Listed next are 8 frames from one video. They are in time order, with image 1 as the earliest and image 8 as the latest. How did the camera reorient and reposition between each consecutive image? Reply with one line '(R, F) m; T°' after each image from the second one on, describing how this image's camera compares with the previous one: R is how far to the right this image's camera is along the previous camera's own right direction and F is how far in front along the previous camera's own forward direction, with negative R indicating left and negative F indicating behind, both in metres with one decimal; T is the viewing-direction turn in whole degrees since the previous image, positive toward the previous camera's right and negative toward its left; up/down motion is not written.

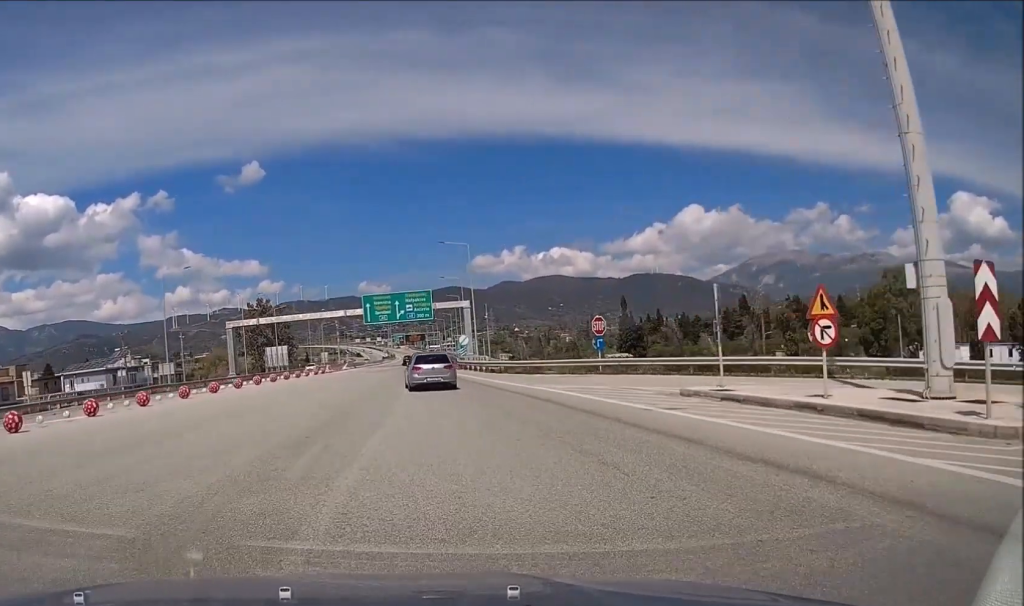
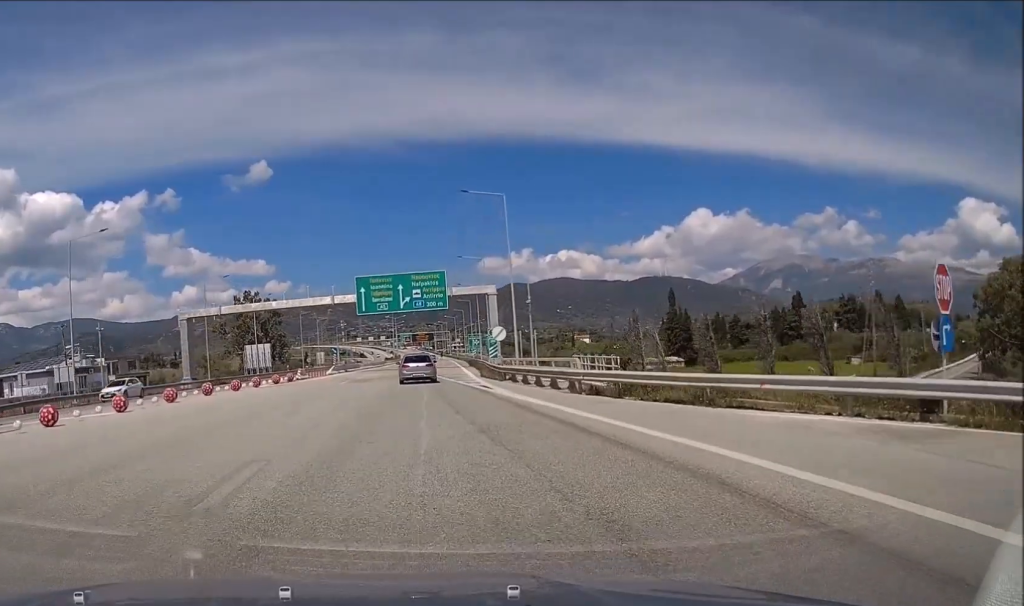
(-0.1, +23.9) m; 0°
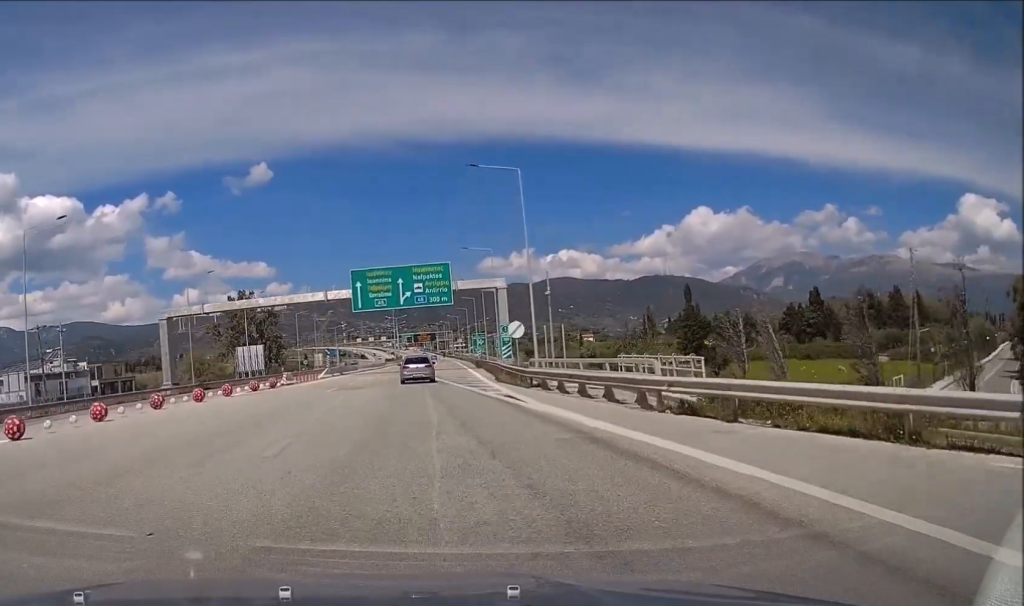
(0.0, +6.9) m; 0°
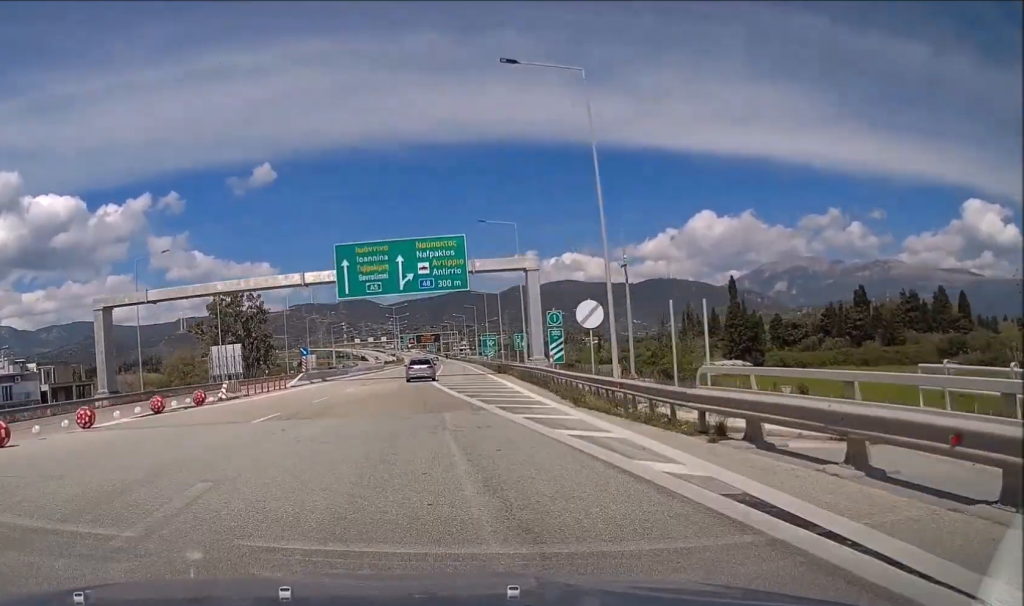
(-0.1, +15.7) m; -1°
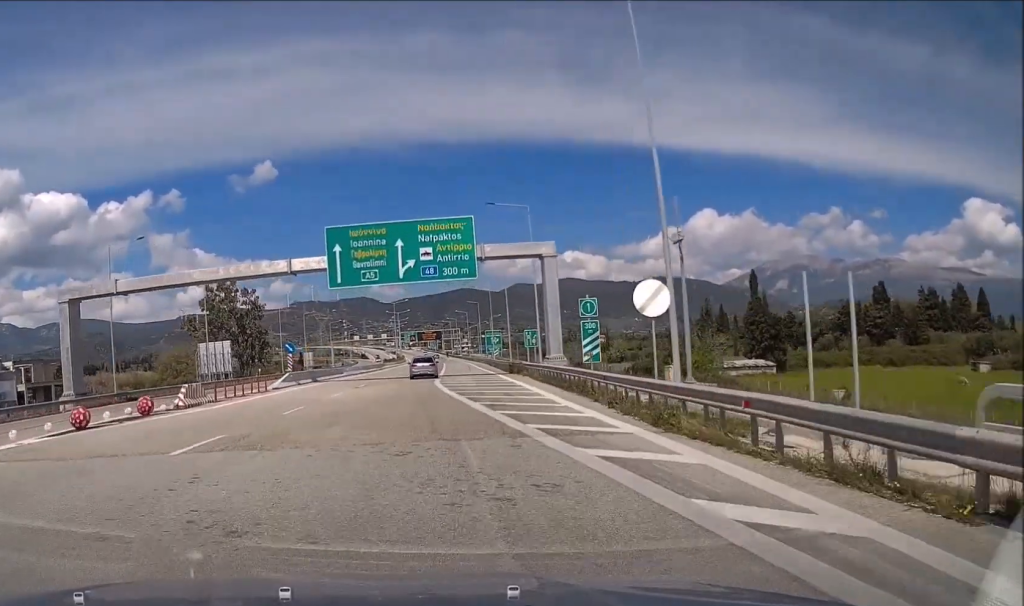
(0.0, +6.2) m; 0°
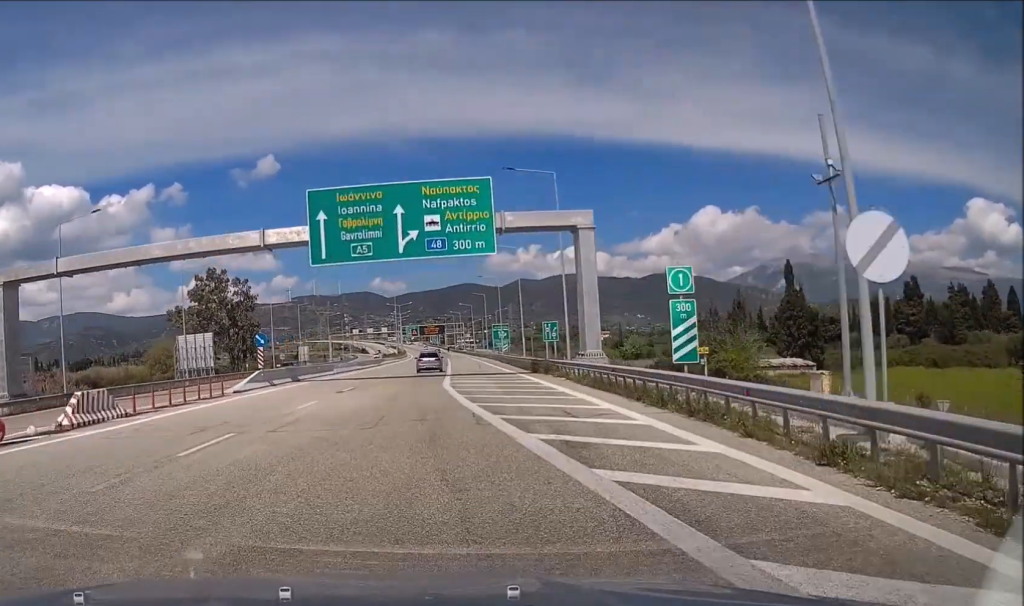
(0.0, +9.2) m; 0°
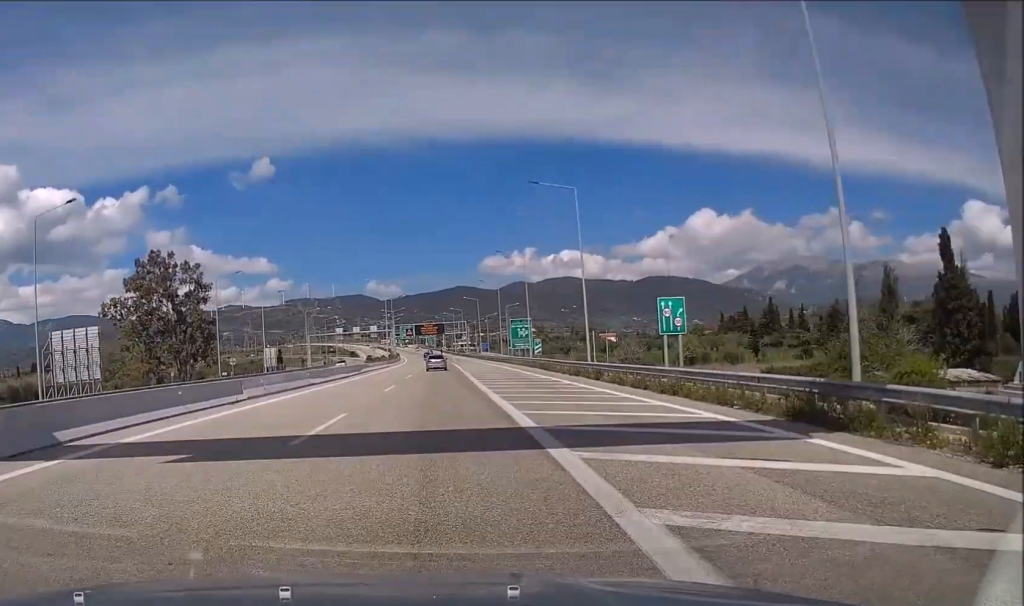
(0.0, +30.5) m; 0°
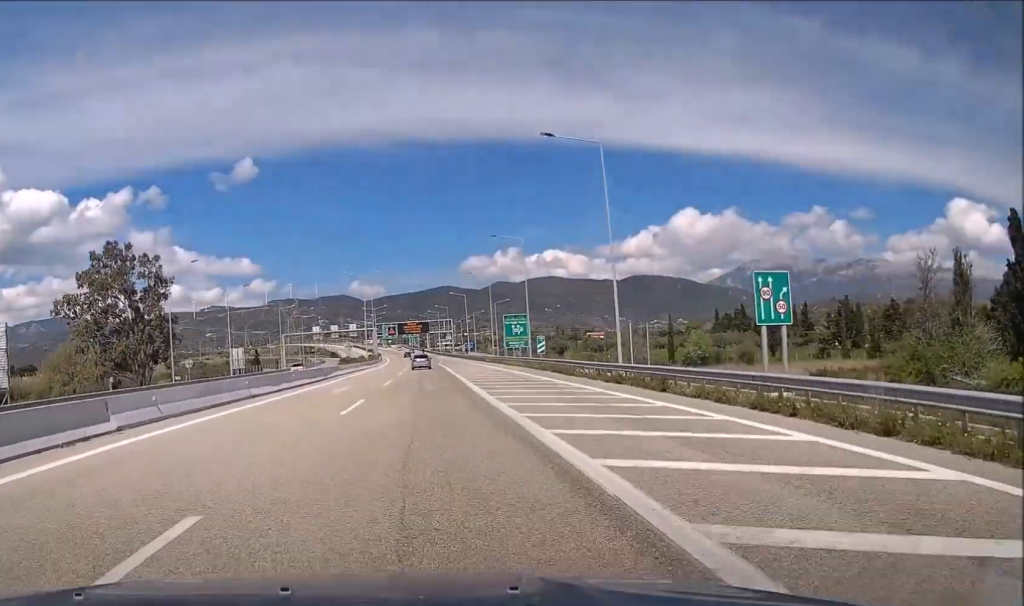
(+0.1, +11.2) m; 0°
